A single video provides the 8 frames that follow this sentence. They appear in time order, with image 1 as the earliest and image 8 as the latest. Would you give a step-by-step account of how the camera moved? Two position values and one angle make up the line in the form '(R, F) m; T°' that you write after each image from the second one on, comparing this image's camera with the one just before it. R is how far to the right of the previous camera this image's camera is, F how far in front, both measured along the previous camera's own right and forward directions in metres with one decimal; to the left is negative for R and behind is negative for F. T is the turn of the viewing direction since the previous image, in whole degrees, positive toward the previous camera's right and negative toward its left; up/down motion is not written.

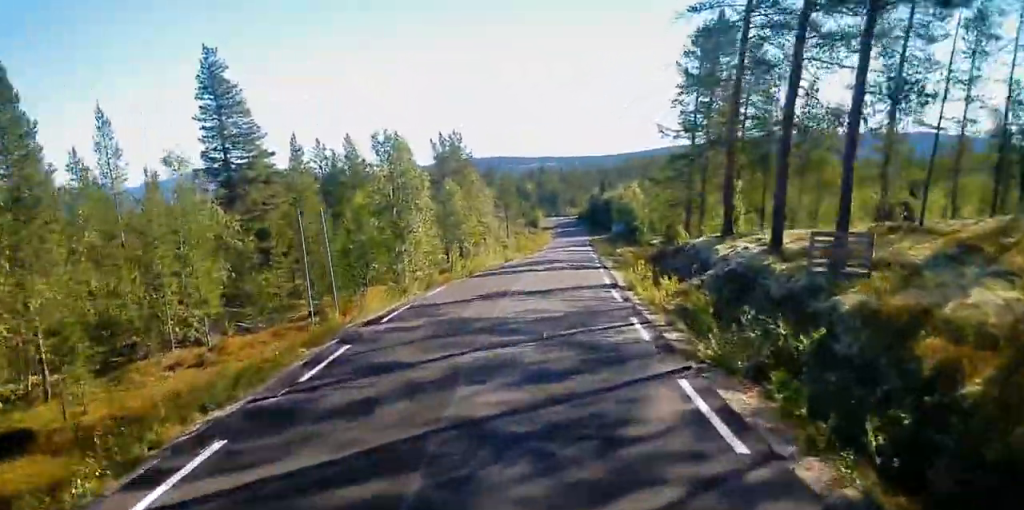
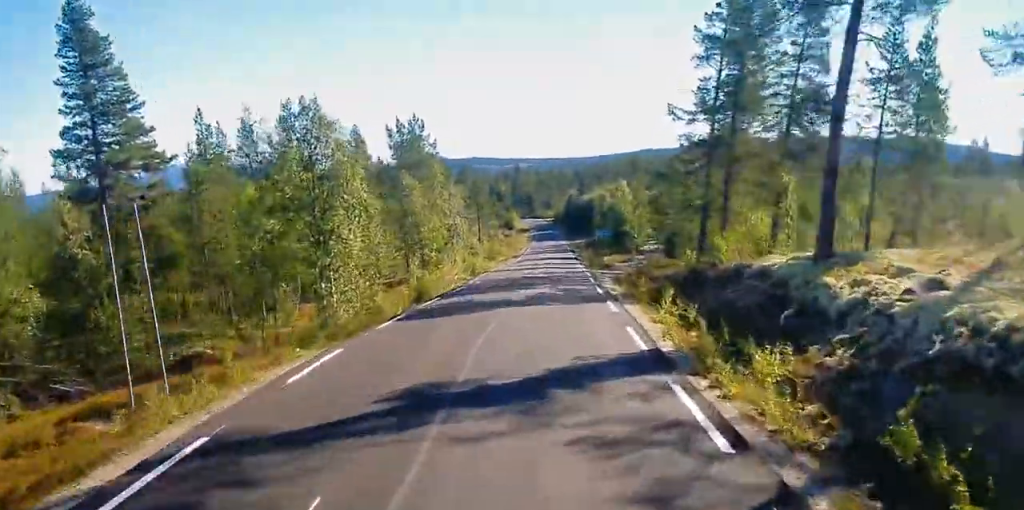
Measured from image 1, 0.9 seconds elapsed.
(0.0, +11.7) m; +1°
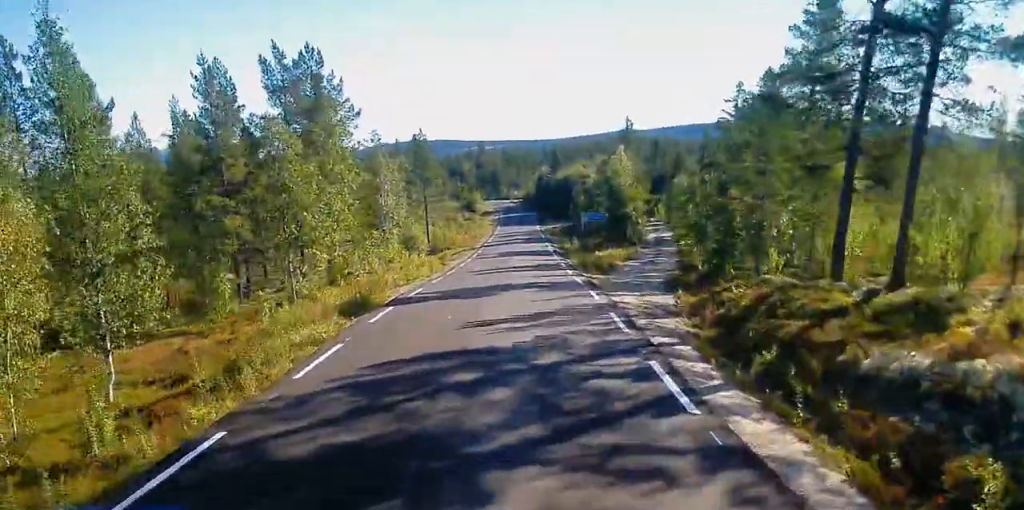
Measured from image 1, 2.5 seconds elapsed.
(+0.7, +22.9) m; +3°
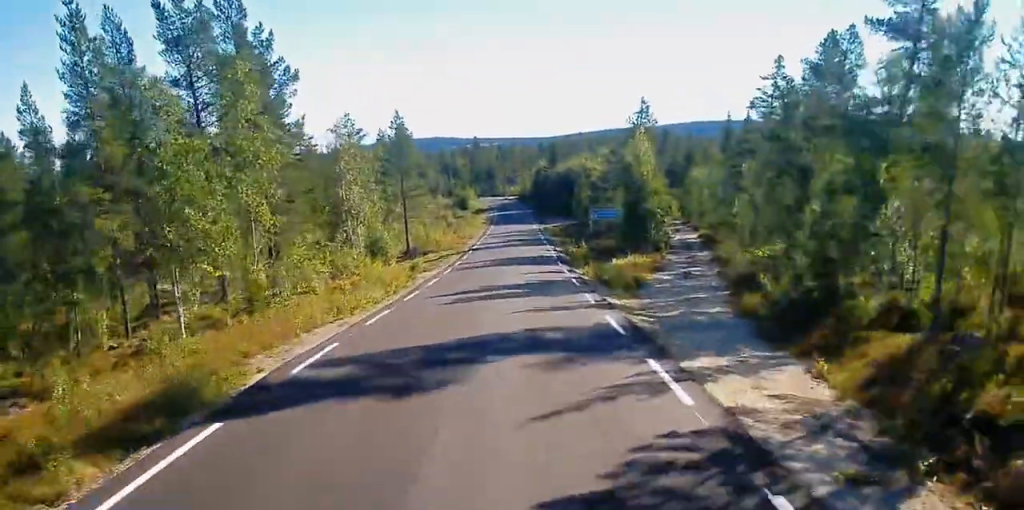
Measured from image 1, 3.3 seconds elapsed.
(+0.1, +11.9) m; +5°
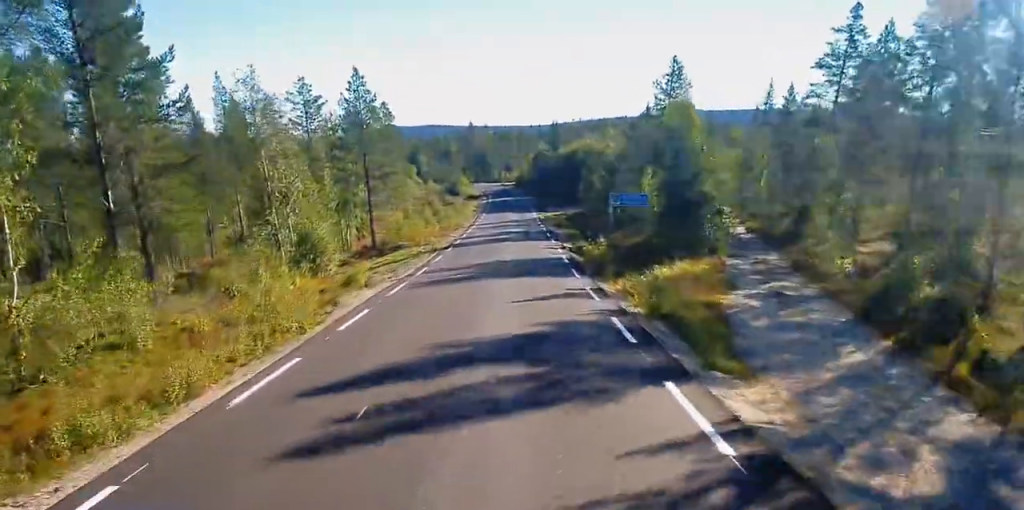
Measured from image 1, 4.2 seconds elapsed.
(+1.2, +14.2) m; -2°
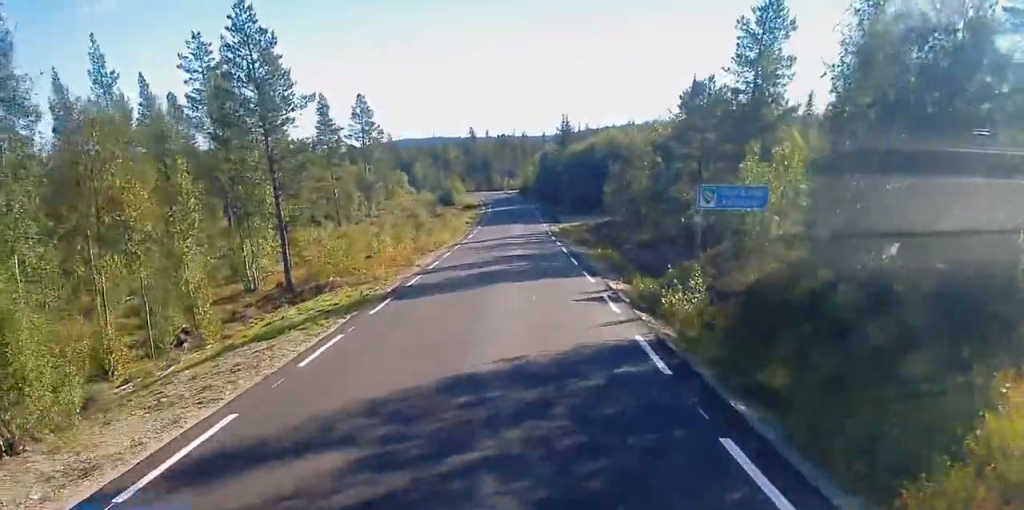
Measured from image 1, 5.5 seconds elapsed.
(-2.9, +20.5) m; -10°
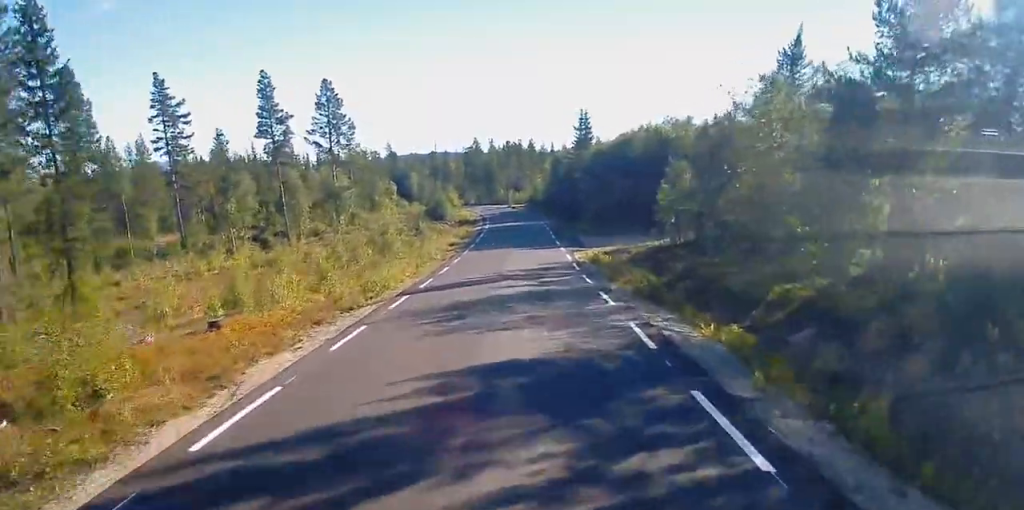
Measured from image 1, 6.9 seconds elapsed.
(+1.6, +22.3) m; +5°
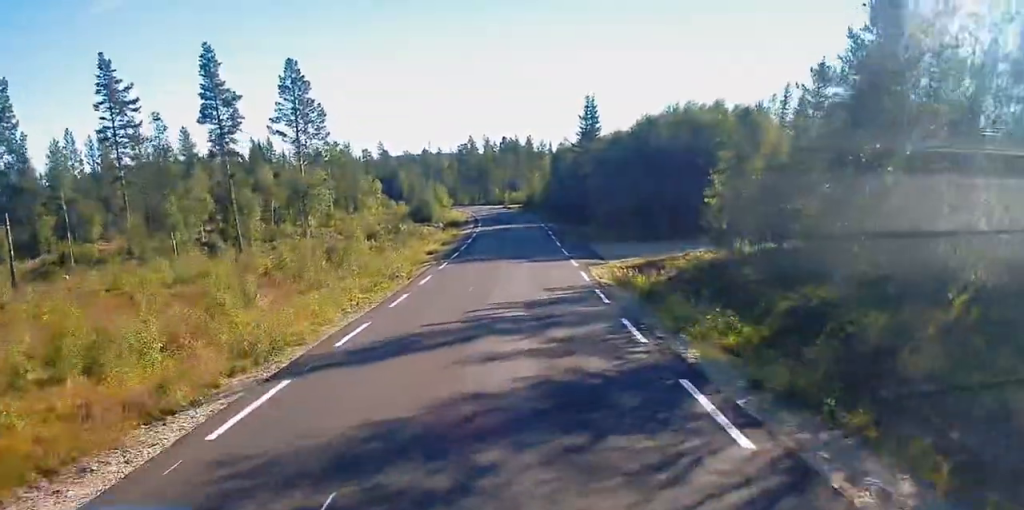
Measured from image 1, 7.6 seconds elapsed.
(0.0, +11.5) m; 0°
